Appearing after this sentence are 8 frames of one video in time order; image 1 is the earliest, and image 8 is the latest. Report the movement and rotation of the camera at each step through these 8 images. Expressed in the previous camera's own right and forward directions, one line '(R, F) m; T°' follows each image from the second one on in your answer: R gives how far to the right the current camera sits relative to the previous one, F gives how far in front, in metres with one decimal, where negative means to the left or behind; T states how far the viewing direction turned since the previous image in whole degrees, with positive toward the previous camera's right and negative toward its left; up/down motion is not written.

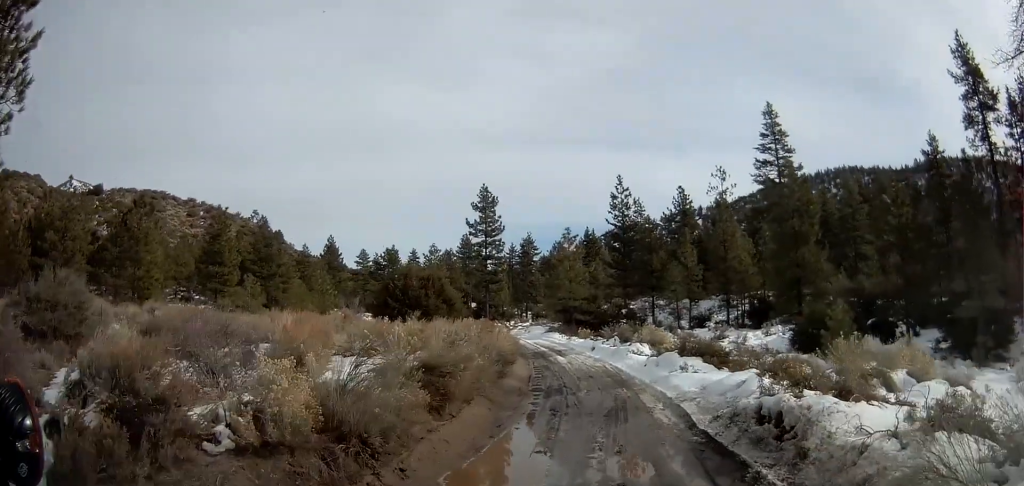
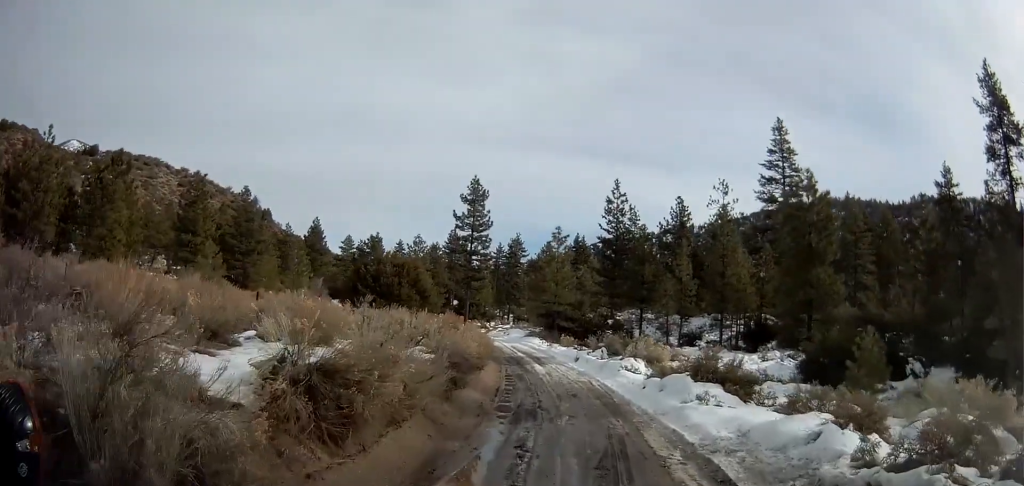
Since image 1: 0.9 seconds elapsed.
(+0.2, +4.8) m; +2°
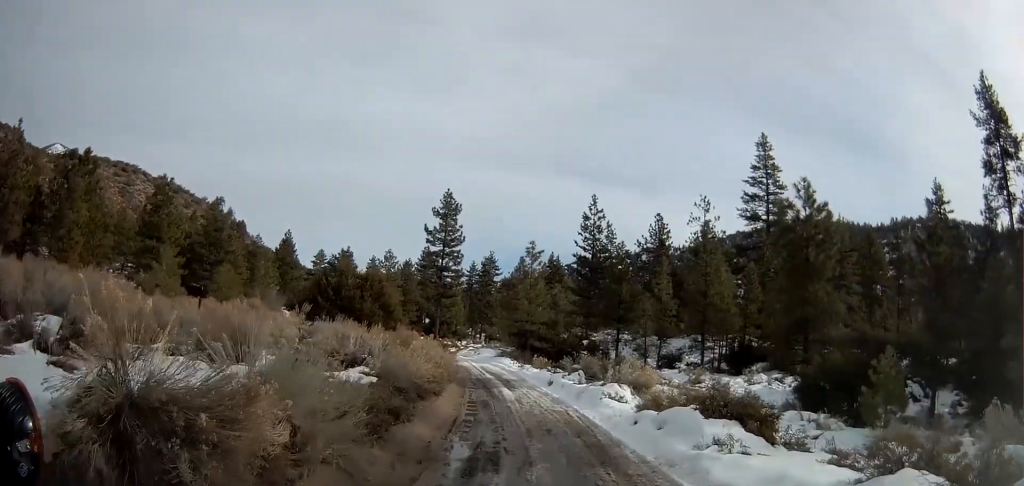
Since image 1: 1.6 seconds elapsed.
(0.0, +3.6) m; -1°
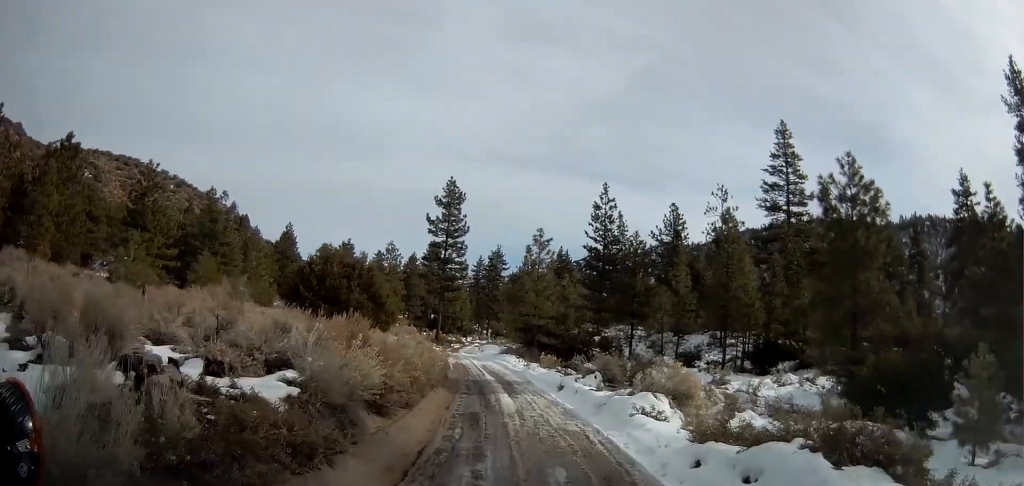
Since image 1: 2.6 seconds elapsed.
(-0.1, +4.9) m; -3°
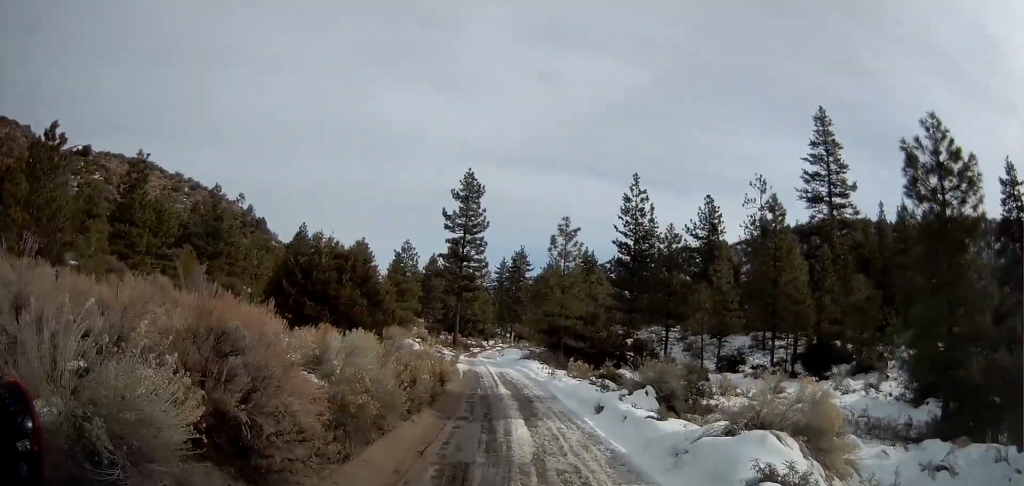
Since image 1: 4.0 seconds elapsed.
(-0.1, +6.2) m; 0°
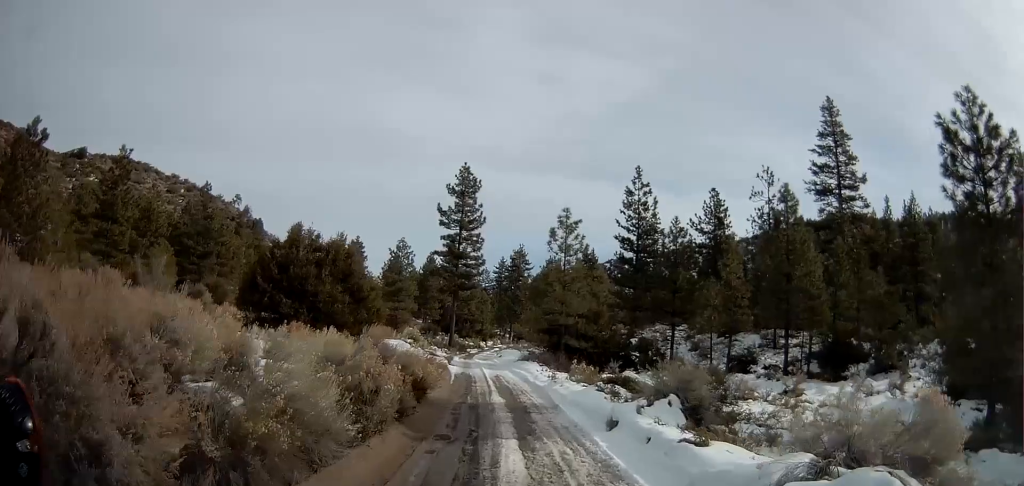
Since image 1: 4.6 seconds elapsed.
(0.0, +3.0) m; -1°
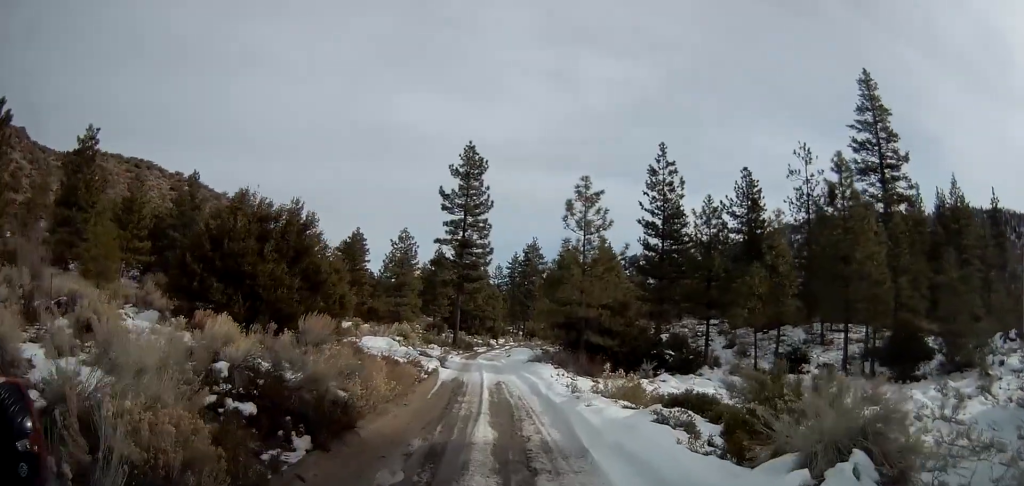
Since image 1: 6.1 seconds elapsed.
(-0.3, +7.5) m; -4°
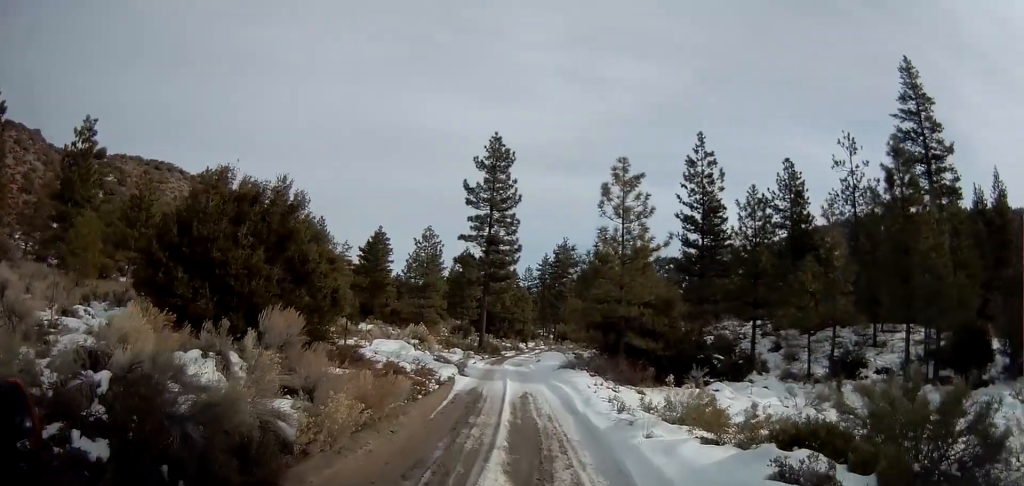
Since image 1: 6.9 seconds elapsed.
(-0.1, +3.9) m; -1°
